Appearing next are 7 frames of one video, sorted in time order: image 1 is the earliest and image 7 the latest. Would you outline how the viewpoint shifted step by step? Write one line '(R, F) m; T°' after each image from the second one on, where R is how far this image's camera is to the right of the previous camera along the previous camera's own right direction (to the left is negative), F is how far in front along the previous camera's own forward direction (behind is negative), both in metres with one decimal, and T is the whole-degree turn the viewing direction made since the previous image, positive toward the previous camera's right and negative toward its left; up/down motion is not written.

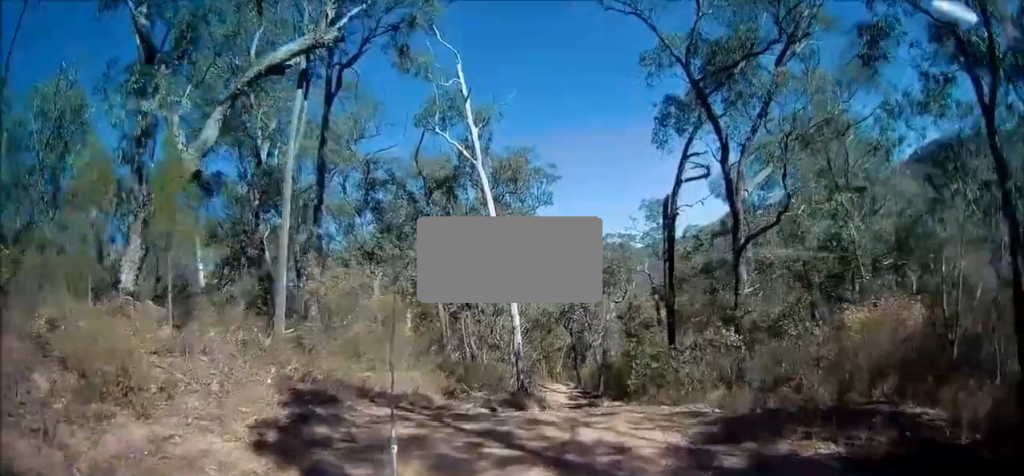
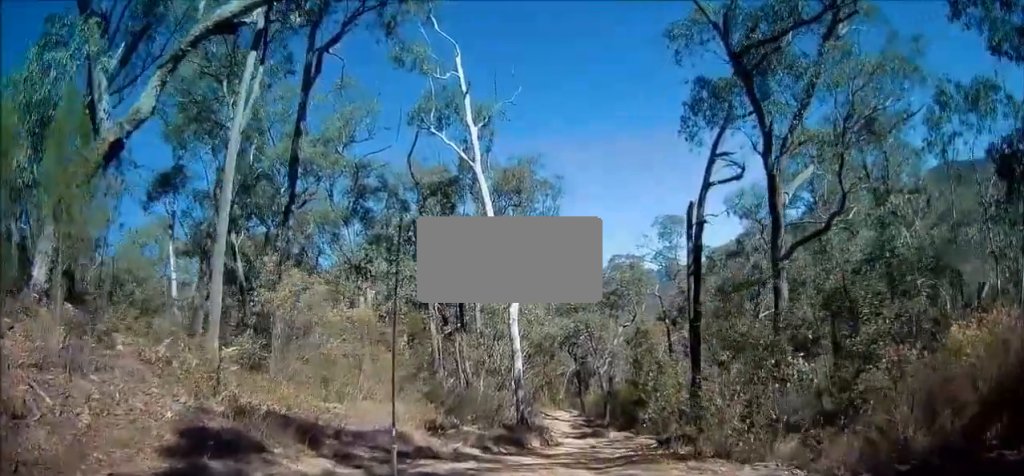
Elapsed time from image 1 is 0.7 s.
(-0.4, +3.0) m; +1°
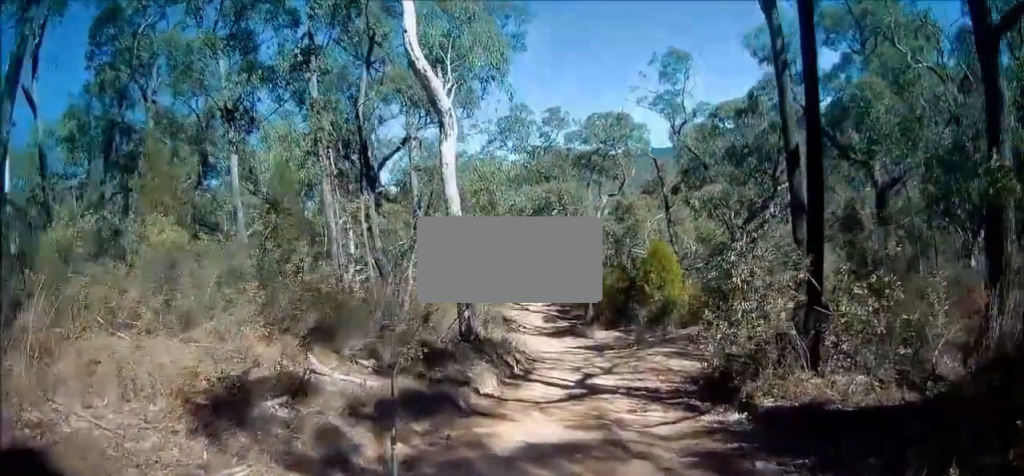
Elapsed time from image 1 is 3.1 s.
(+2.4, +9.8) m; +18°
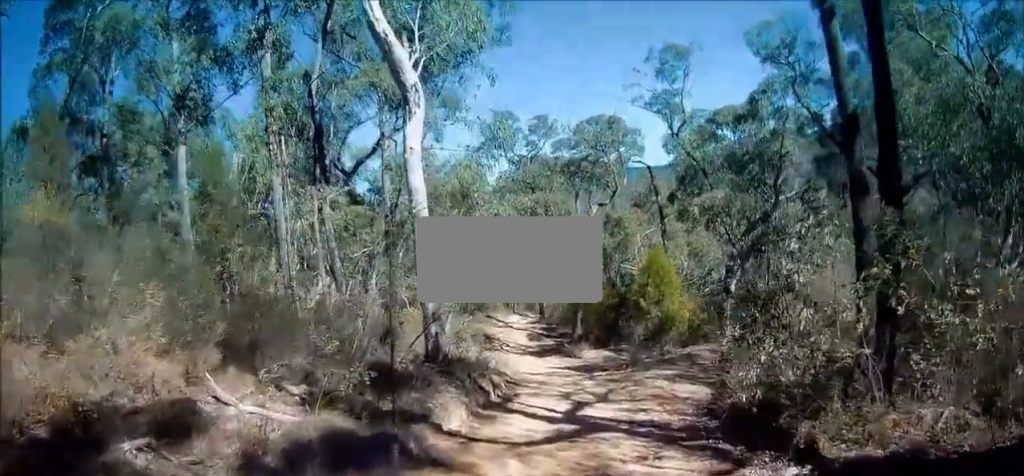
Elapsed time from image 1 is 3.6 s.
(+0.3, +2.3) m; -2°
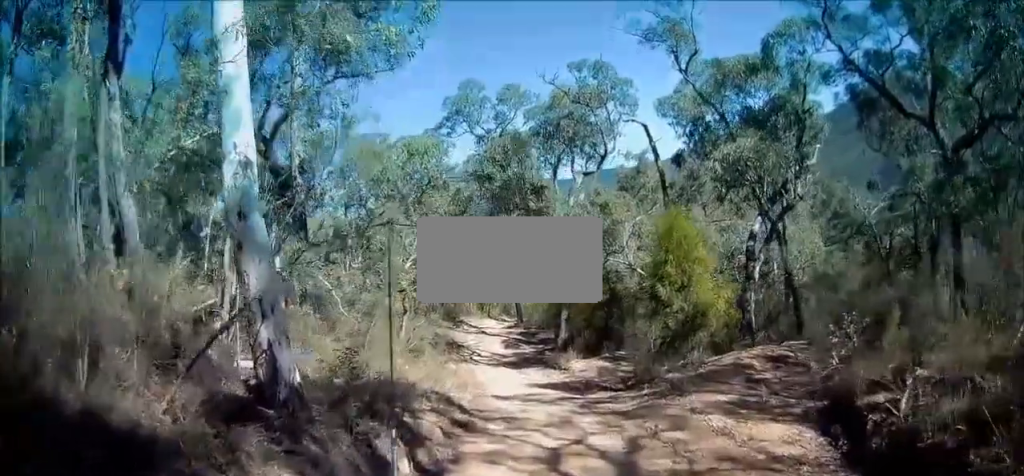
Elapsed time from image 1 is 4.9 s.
(-0.6, +6.8) m; -3°
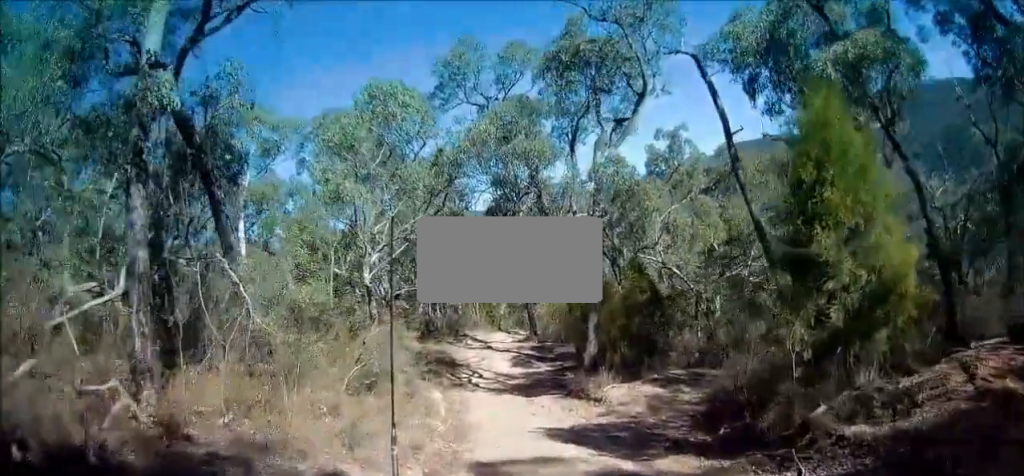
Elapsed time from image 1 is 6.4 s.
(-0.2, +8.5) m; -2°
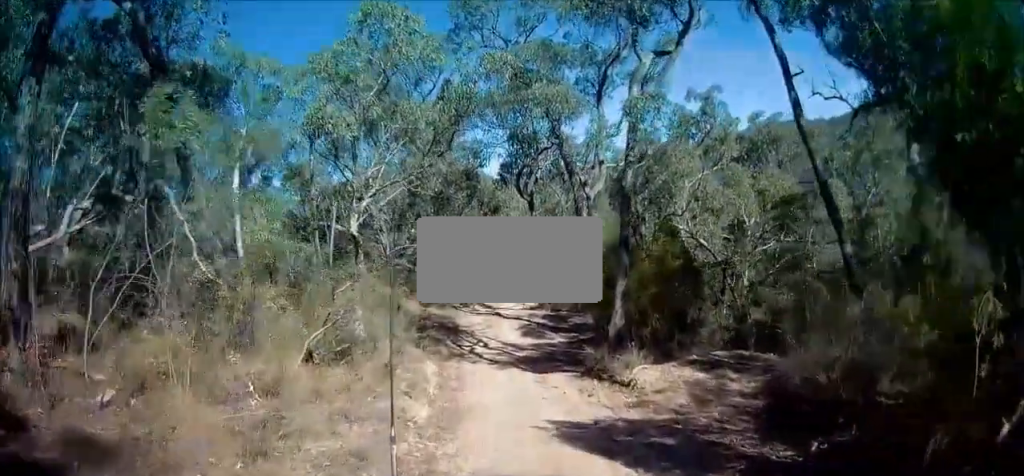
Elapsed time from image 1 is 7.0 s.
(+0.1, +3.4) m; 0°
